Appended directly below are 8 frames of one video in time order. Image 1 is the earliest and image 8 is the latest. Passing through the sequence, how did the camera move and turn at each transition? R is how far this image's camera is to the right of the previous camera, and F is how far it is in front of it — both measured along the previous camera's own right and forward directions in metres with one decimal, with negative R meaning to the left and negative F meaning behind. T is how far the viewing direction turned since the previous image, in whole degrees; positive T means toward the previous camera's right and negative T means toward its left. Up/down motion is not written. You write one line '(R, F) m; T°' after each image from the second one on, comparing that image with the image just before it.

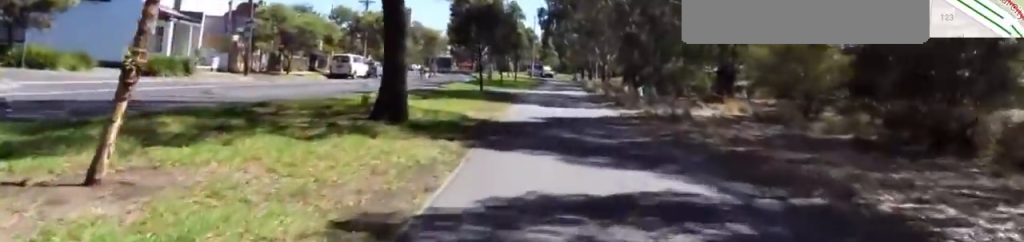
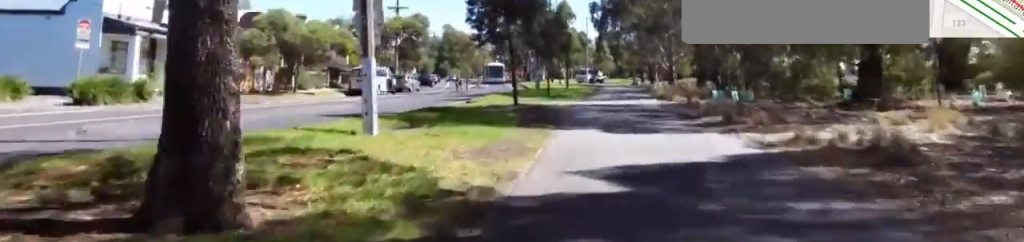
(-0.2, +7.8) m; -2°
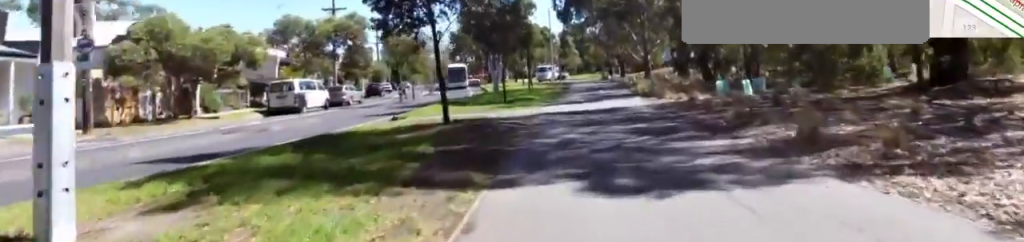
(0.0, +6.5) m; 0°
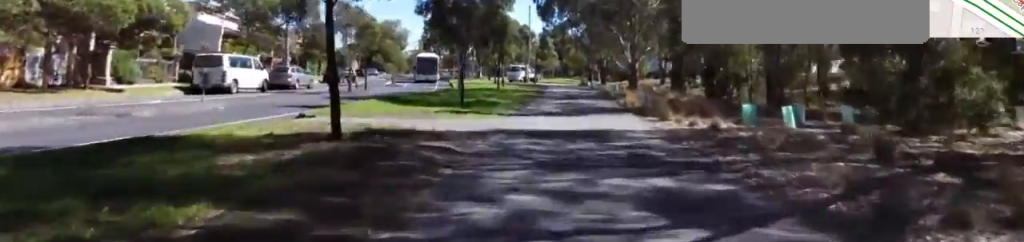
(0.0, +5.3) m; 0°
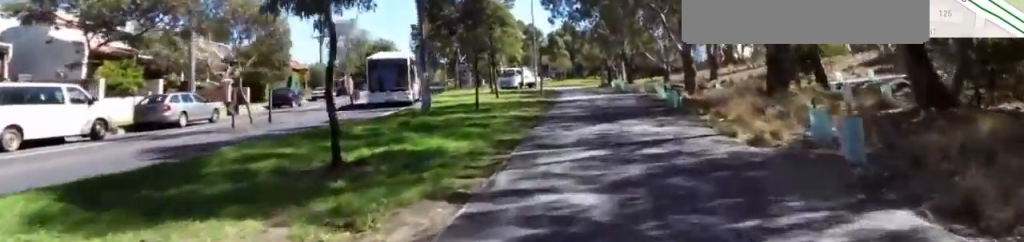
(0.0, +13.5) m; 0°
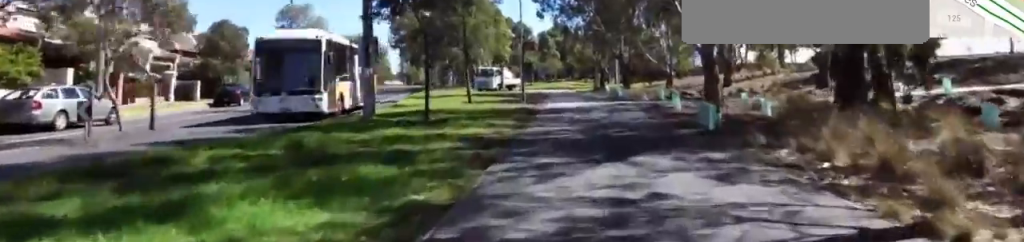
(0.0, +5.7) m; 0°
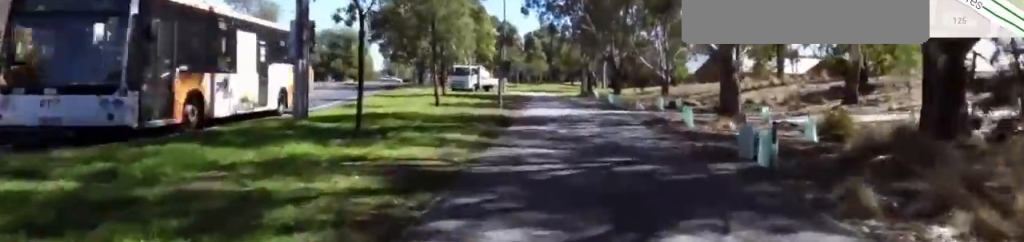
(0.0, +3.8) m; 0°
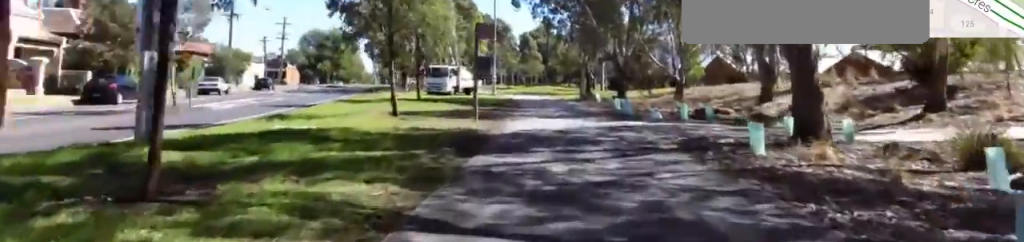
(0.0, +5.2) m; +1°
